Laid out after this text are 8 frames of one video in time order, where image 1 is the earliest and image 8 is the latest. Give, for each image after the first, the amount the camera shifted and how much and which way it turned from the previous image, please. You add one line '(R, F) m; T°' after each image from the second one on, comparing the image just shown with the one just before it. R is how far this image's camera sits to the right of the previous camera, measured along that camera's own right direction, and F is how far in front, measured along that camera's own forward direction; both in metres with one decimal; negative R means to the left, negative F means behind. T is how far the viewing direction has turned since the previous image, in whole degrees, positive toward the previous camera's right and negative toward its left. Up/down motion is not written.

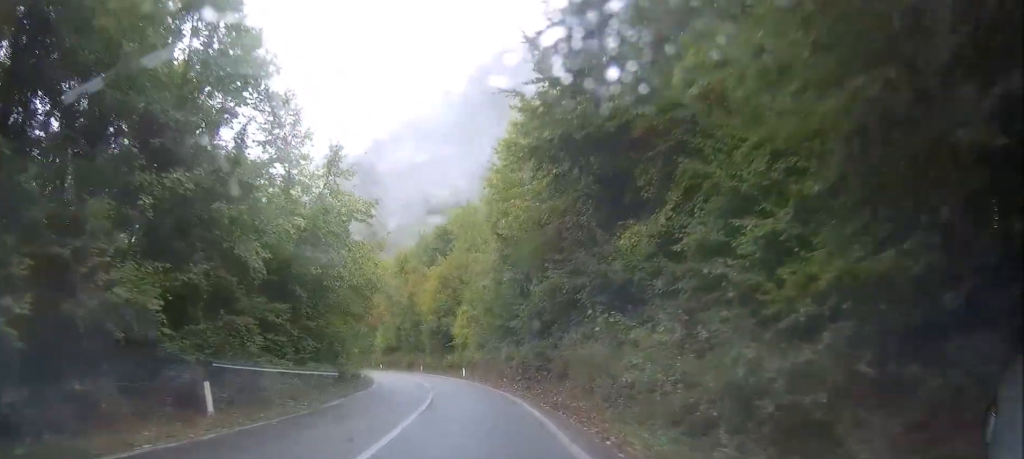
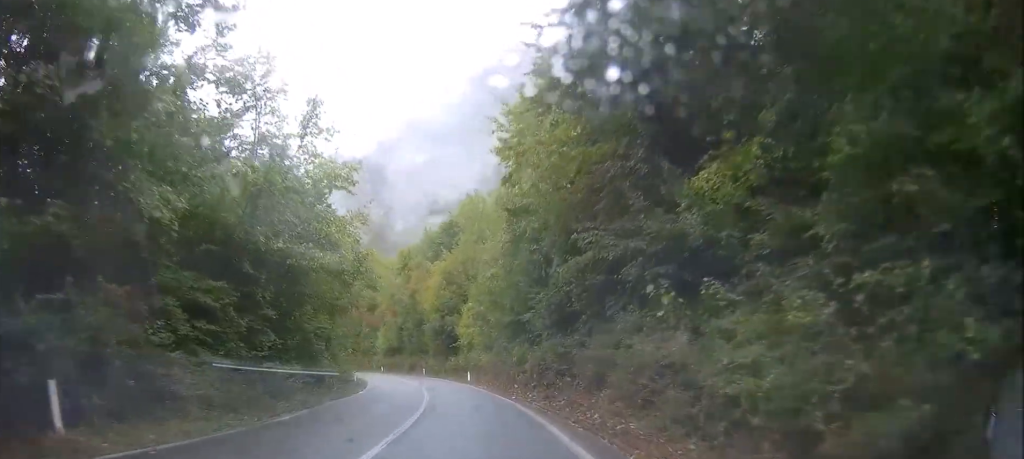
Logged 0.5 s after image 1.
(+0.1, +5.8) m; -1°
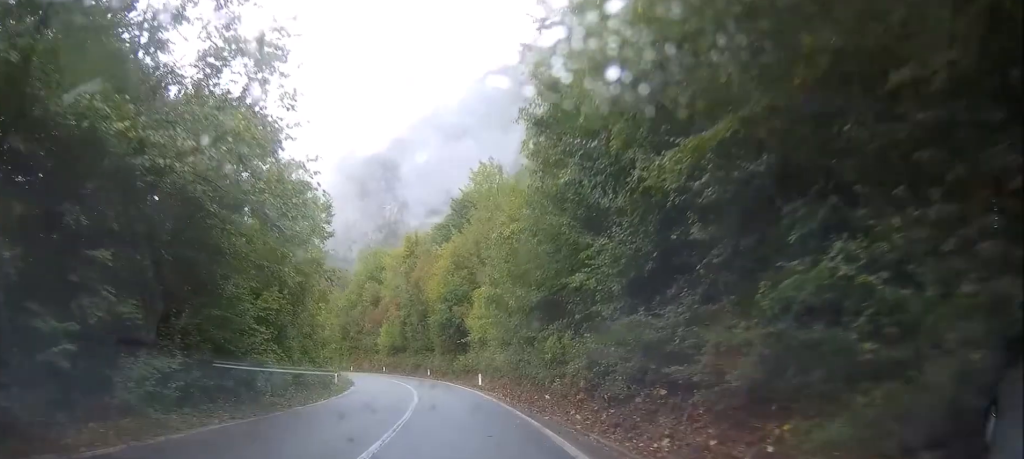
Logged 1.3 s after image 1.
(-0.3, +10.7) m; -3°
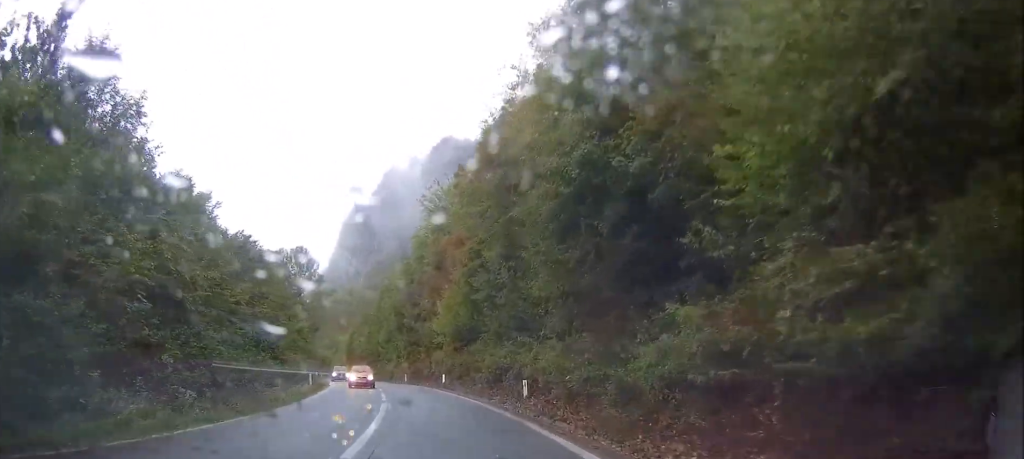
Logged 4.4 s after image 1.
(-2.2, +41.2) m; -9°
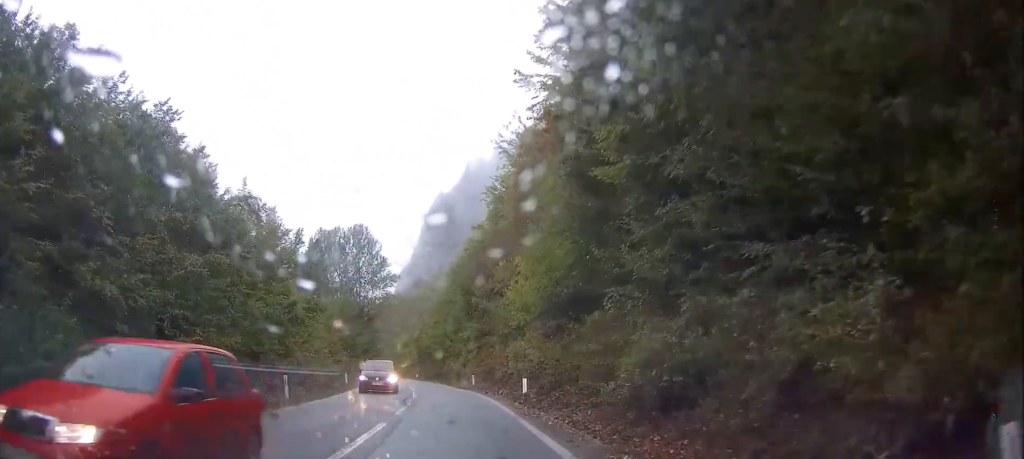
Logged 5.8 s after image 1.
(-1.8, +18.2) m; -9°
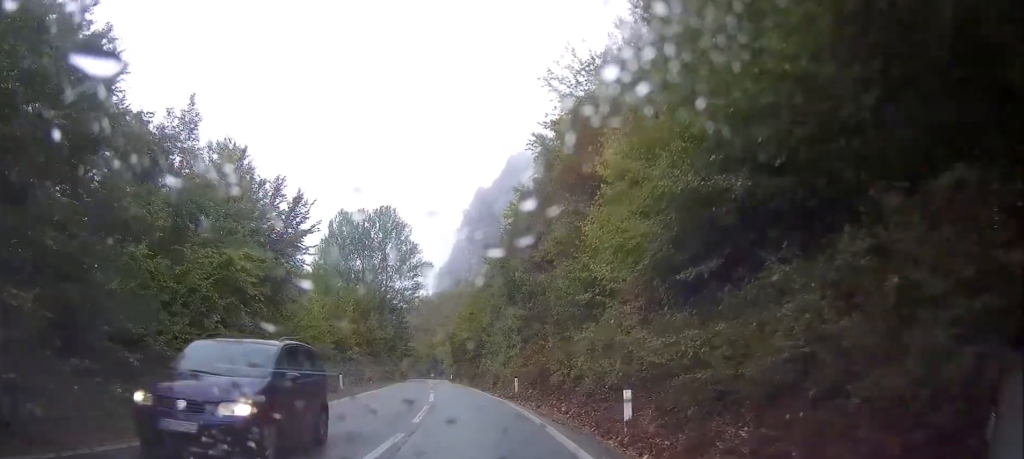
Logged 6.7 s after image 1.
(-0.5, +11.8) m; -3°
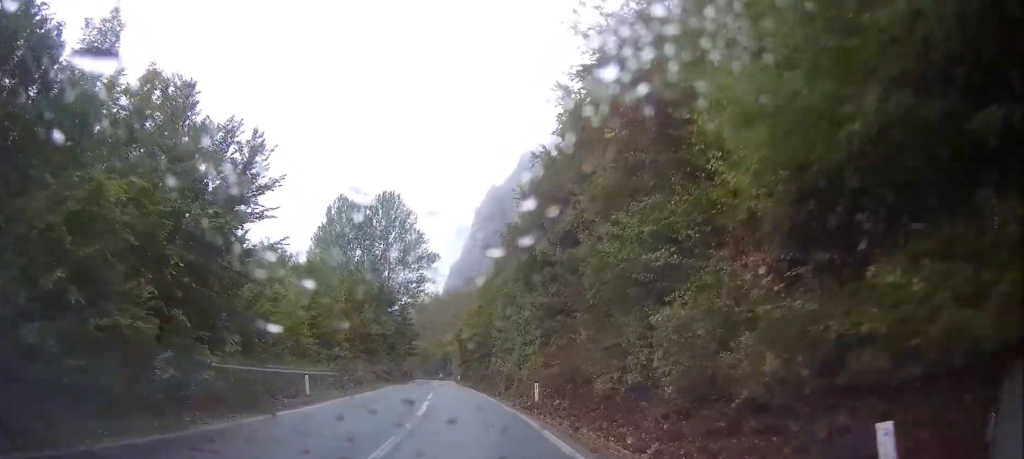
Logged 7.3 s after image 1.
(-0.1, +7.5) m; -1°
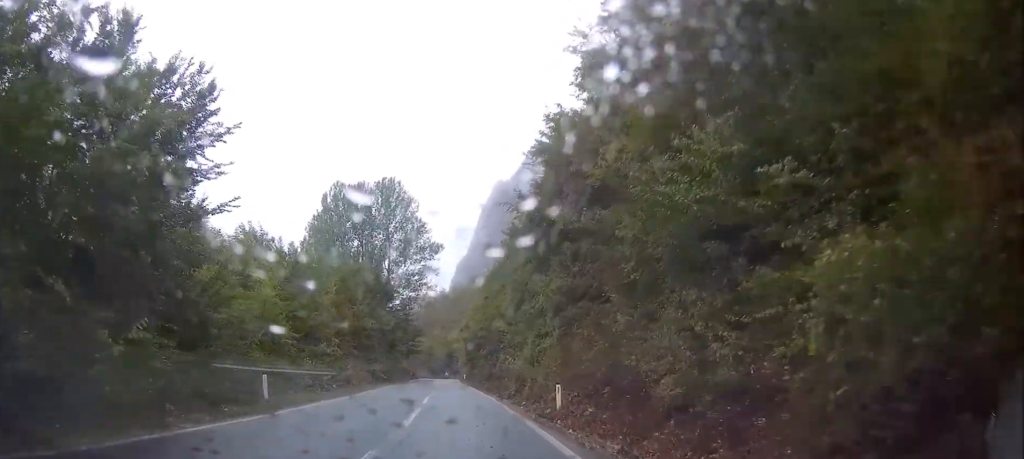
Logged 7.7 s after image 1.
(-0.1, +5.4) m; -1°
